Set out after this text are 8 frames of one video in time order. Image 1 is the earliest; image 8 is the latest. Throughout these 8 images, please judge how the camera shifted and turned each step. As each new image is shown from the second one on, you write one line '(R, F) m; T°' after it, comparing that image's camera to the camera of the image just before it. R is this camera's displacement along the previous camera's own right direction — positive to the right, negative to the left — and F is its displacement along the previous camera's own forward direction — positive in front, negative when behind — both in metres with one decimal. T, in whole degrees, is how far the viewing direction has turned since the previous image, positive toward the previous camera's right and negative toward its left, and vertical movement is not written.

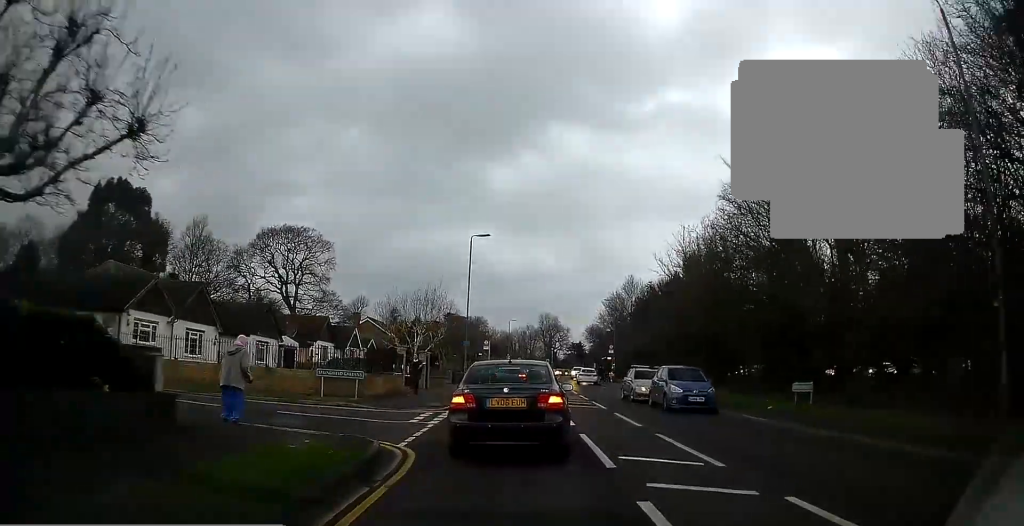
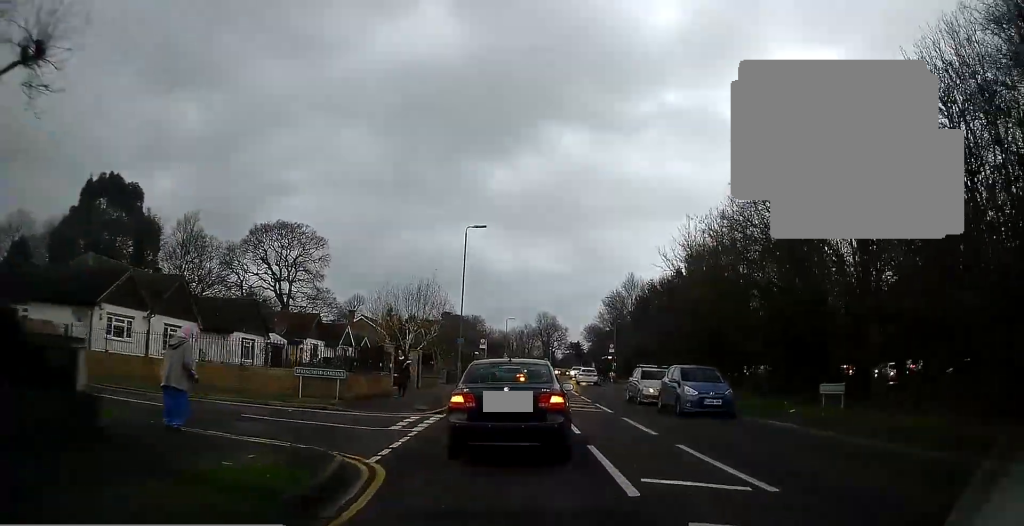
(0.0, +2.0) m; -1°
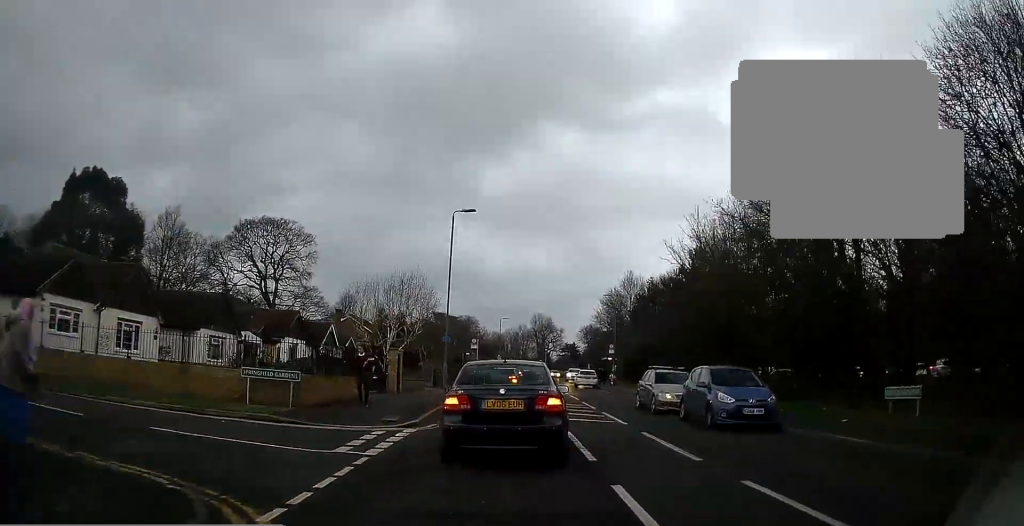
(-0.1, +3.6) m; 0°
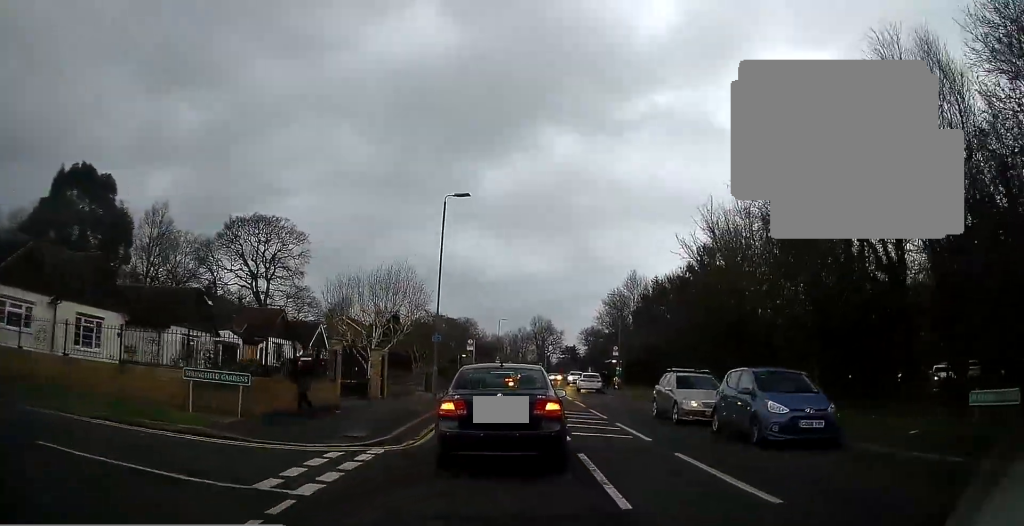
(-0.1, +3.0) m; +1°
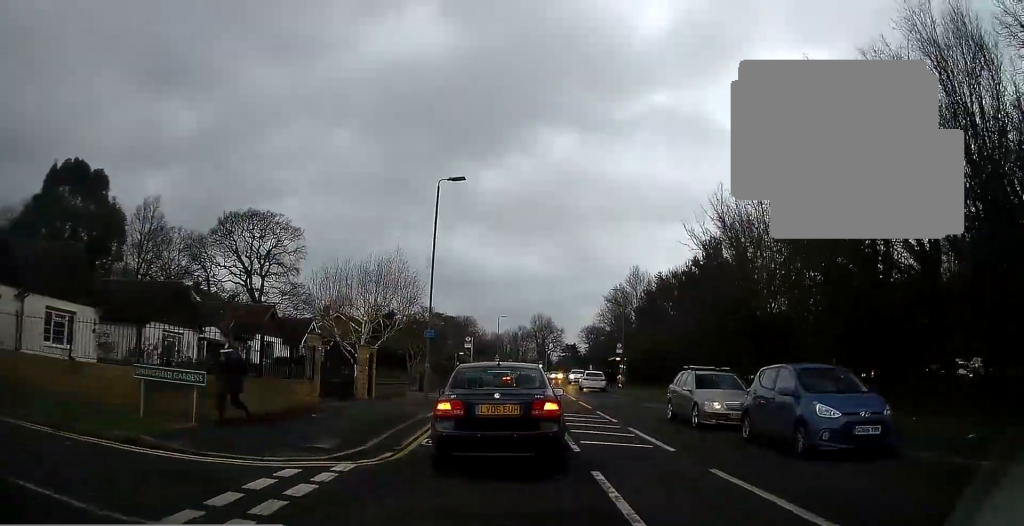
(+0.1, +1.9) m; +1°
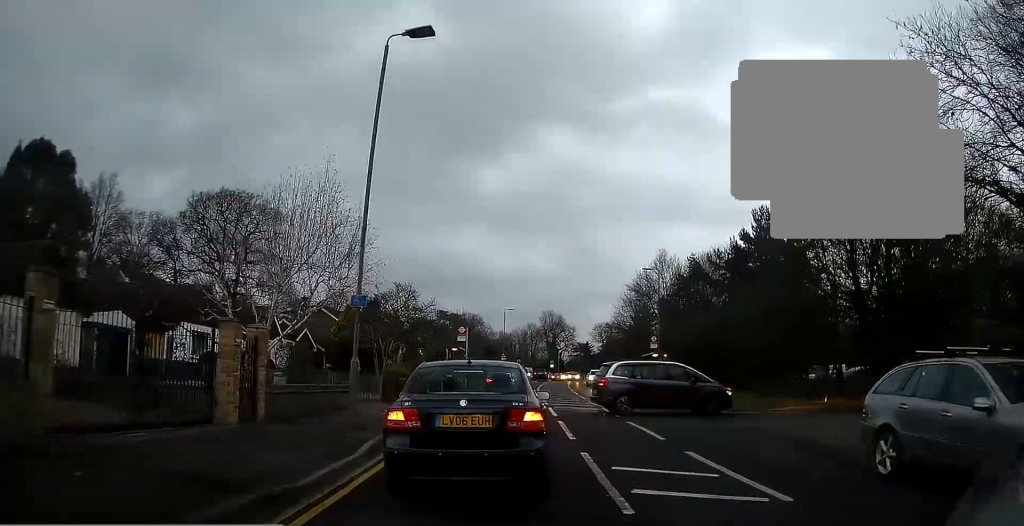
(+0.2, +10.4) m; 0°
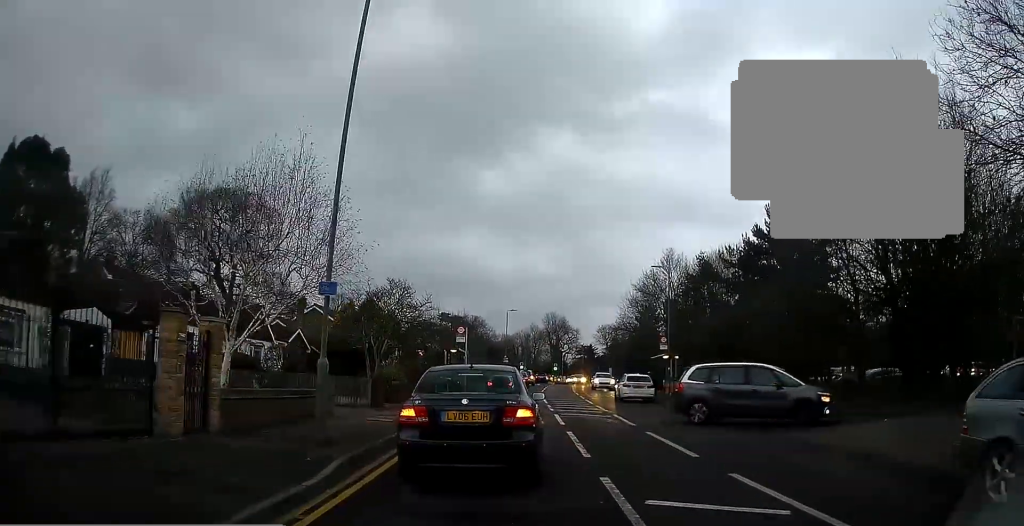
(0.0, +2.3) m; -2°
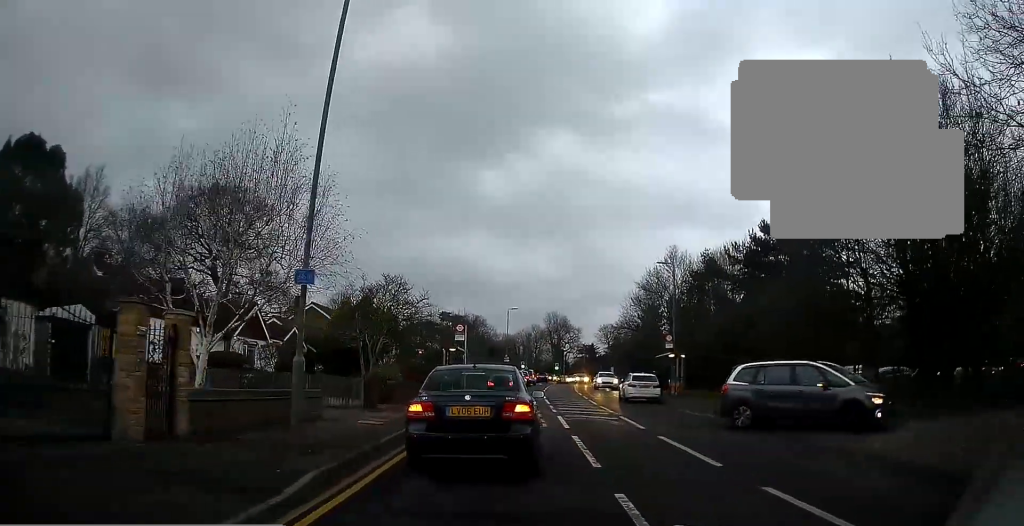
(0.0, +1.1) m; -1°
